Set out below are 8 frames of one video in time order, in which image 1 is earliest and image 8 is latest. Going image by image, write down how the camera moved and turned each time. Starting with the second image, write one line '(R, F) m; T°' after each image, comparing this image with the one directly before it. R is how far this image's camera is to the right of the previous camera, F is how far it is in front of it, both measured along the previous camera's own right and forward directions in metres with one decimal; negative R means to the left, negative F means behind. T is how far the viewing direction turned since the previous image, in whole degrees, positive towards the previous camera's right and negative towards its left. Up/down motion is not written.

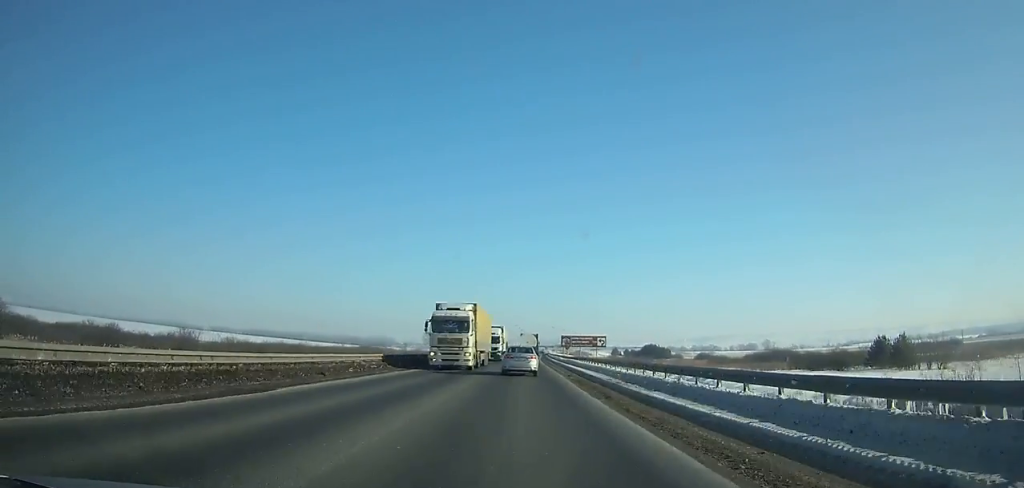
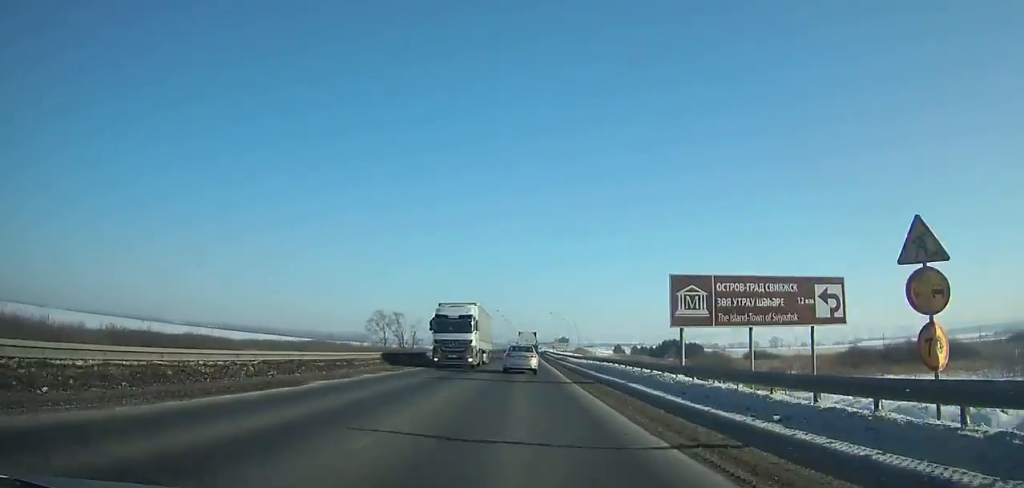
(+1.1, +76.7) m; +2°
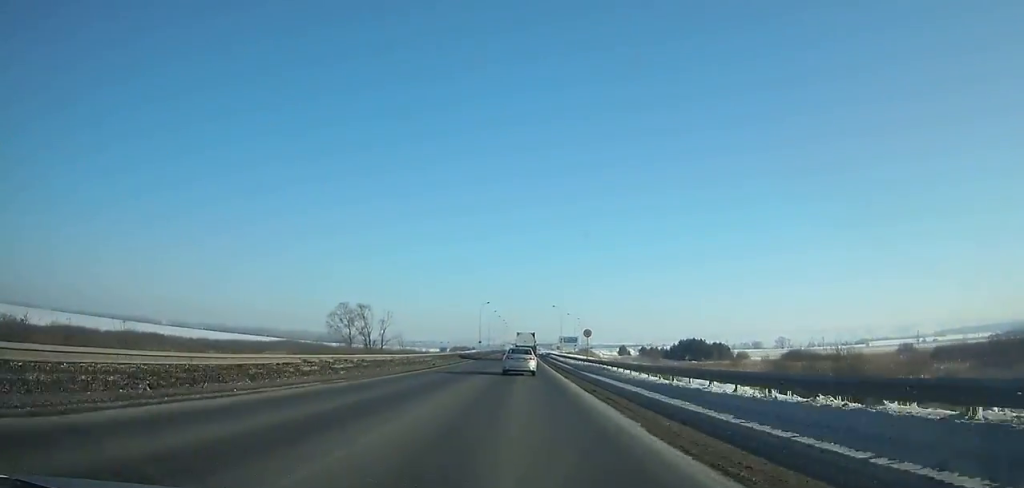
(+0.2, +33.5) m; 0°
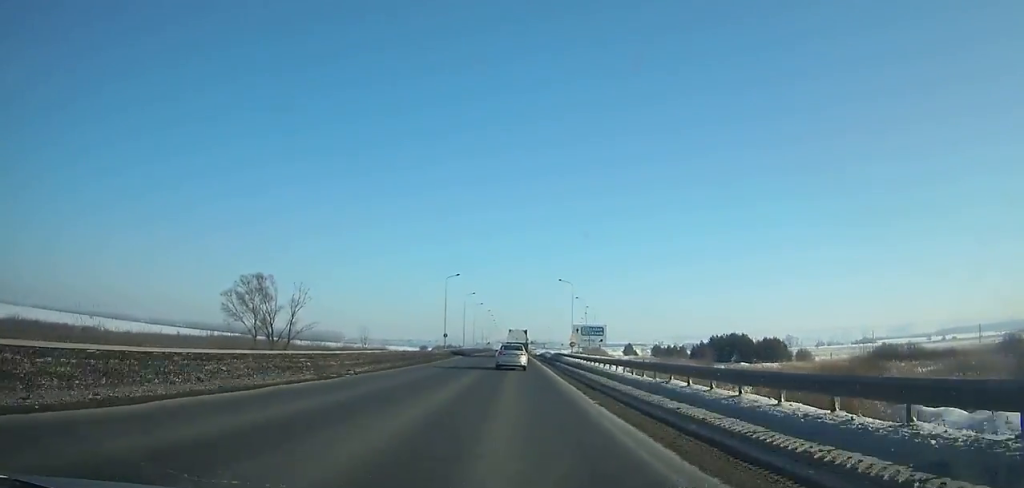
(+0.3, +49.5) m; 0°
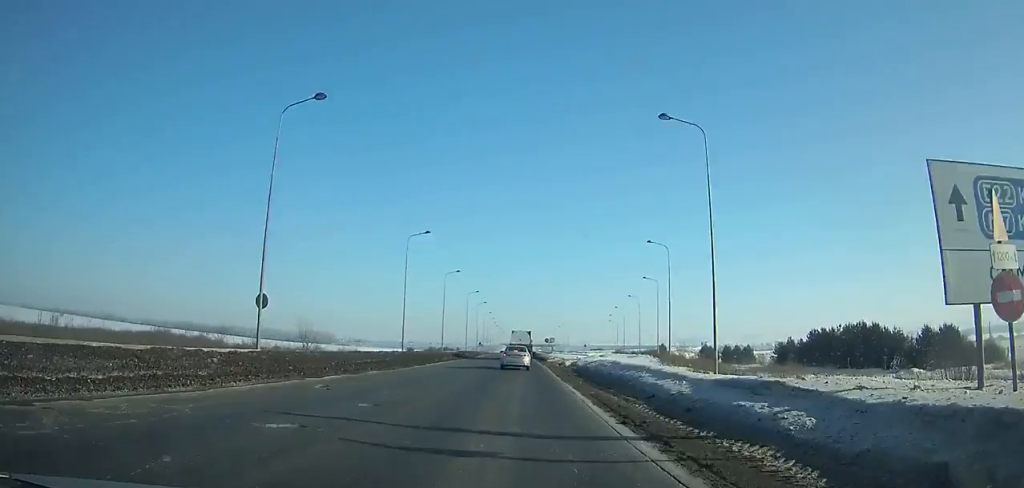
(-0.2, +60.9) m; -1°
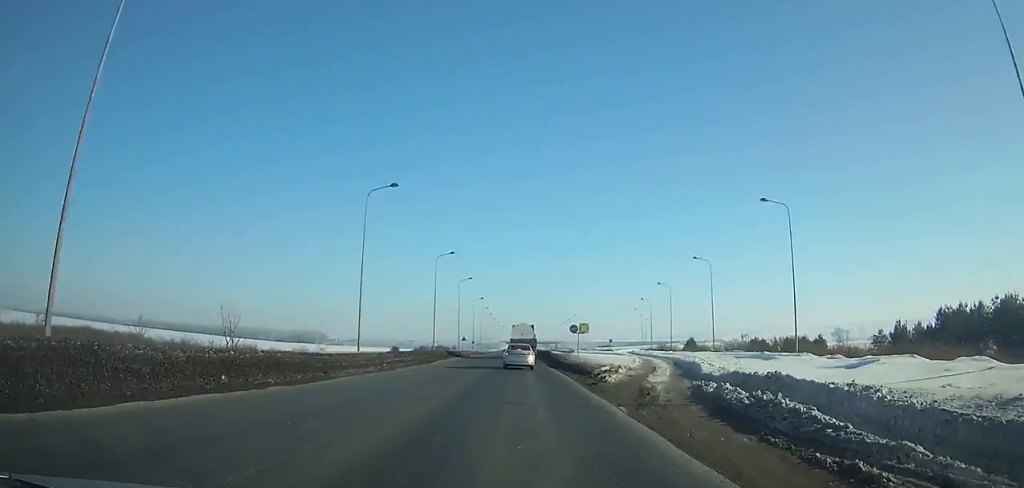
(-0.3, +38.7) m; 0°
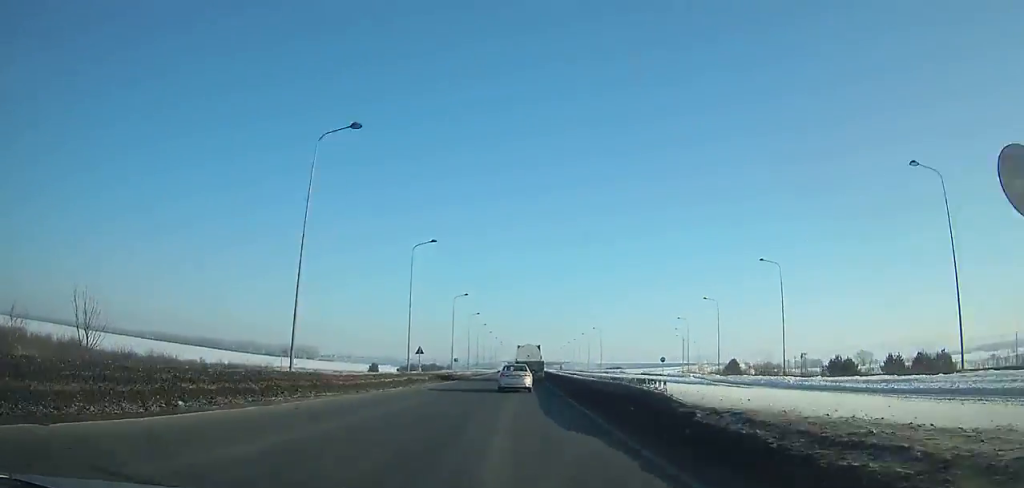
(-0.1, +41.8) m; 0°
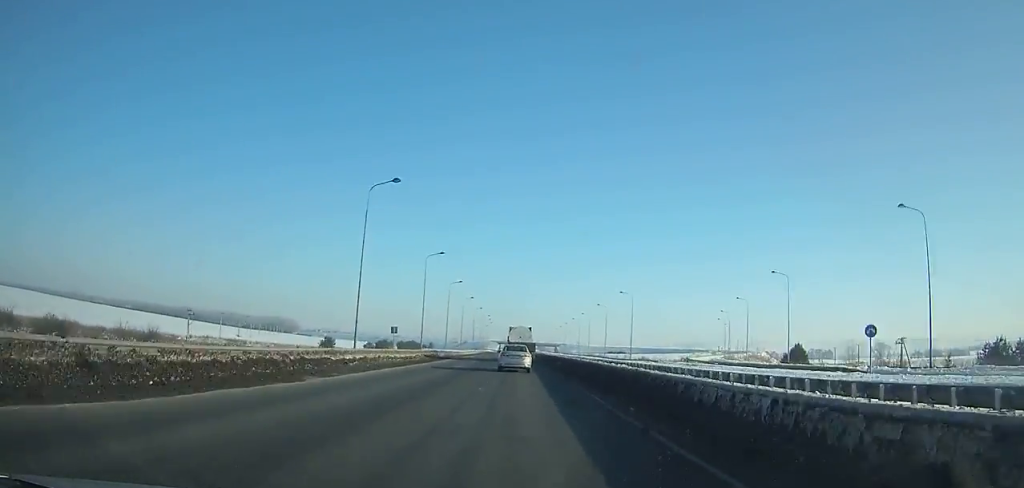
(+0.2, +51.7) m; 0°
